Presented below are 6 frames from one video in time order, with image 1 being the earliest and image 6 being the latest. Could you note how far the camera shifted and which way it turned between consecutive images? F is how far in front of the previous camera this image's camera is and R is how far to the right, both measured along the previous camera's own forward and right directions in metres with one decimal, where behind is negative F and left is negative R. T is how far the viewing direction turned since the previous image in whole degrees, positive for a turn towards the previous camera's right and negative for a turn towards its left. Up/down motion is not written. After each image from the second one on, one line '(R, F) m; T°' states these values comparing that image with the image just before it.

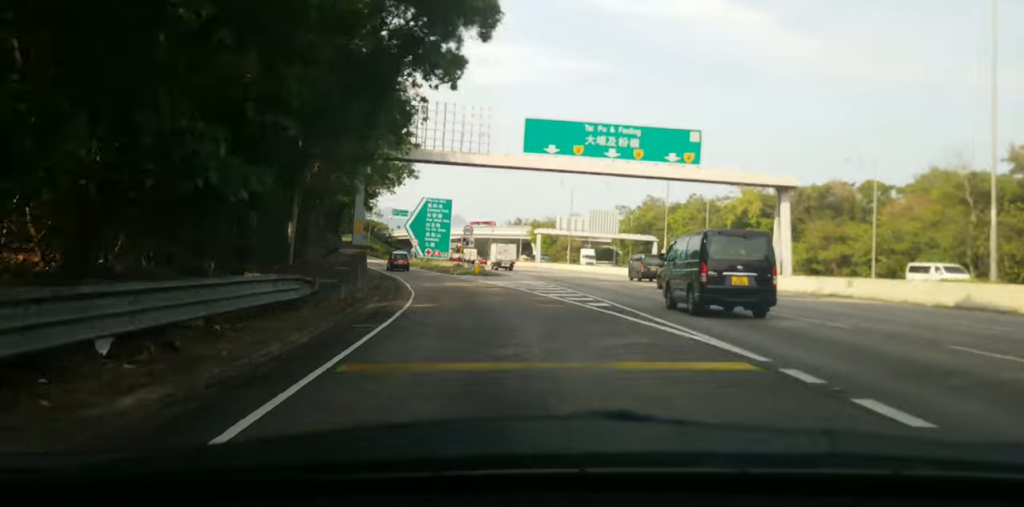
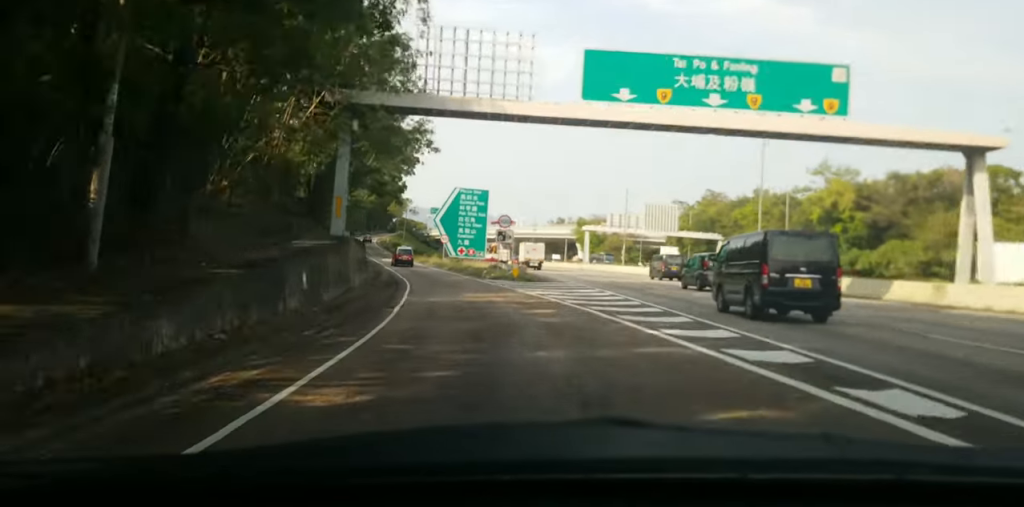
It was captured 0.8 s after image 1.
(-0.6, +15.8) m; -3°
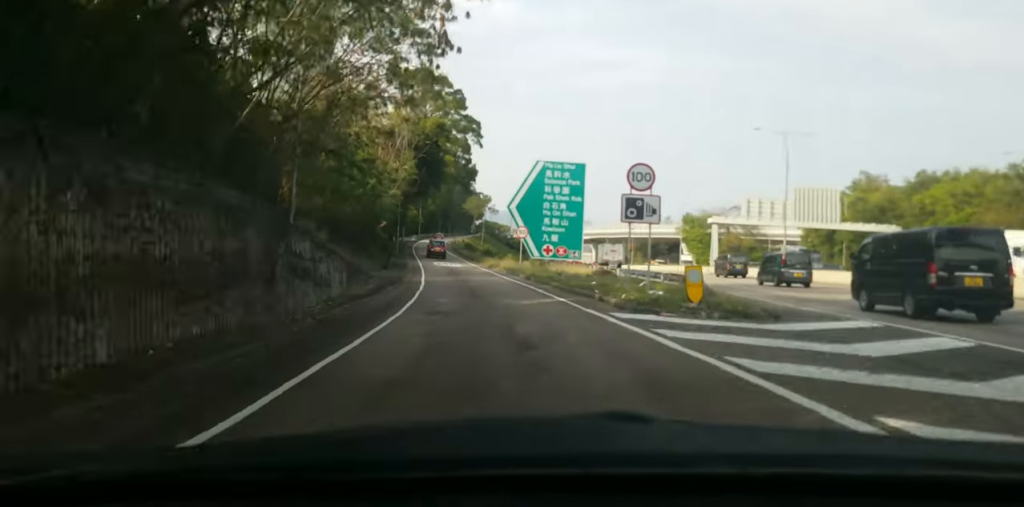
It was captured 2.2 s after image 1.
(-1.1, +28.6) m; -5°
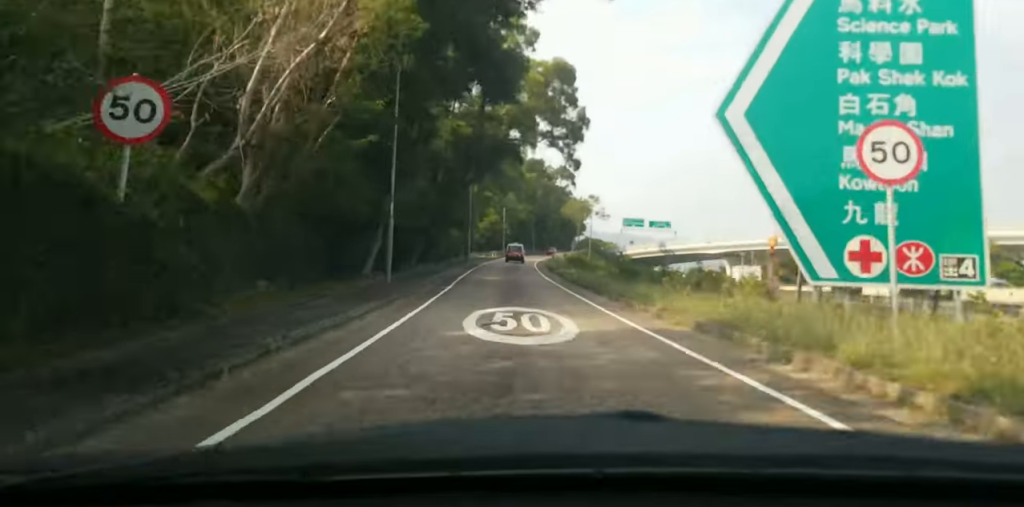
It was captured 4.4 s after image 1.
(-3.8, +44.6) m; -7°
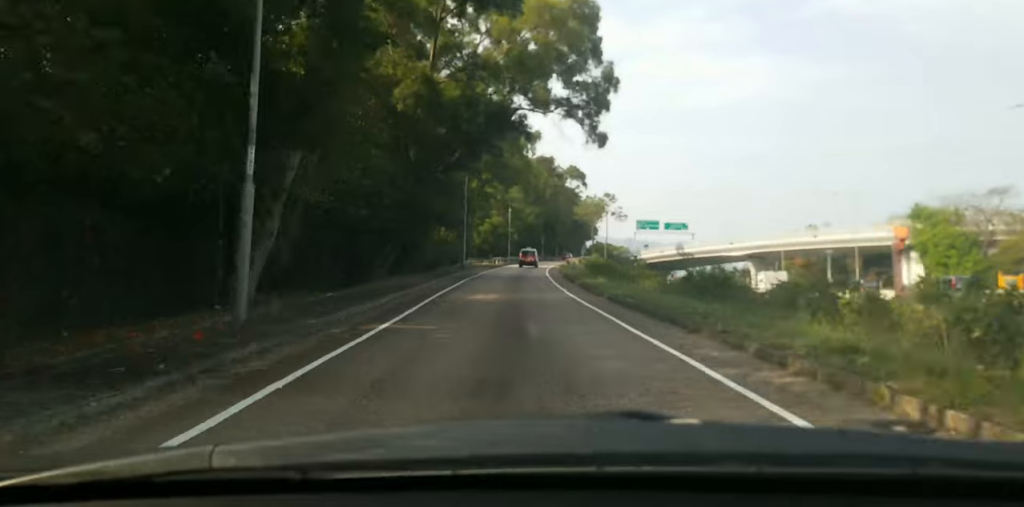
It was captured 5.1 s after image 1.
(-0.1, +13.4) m; 0°
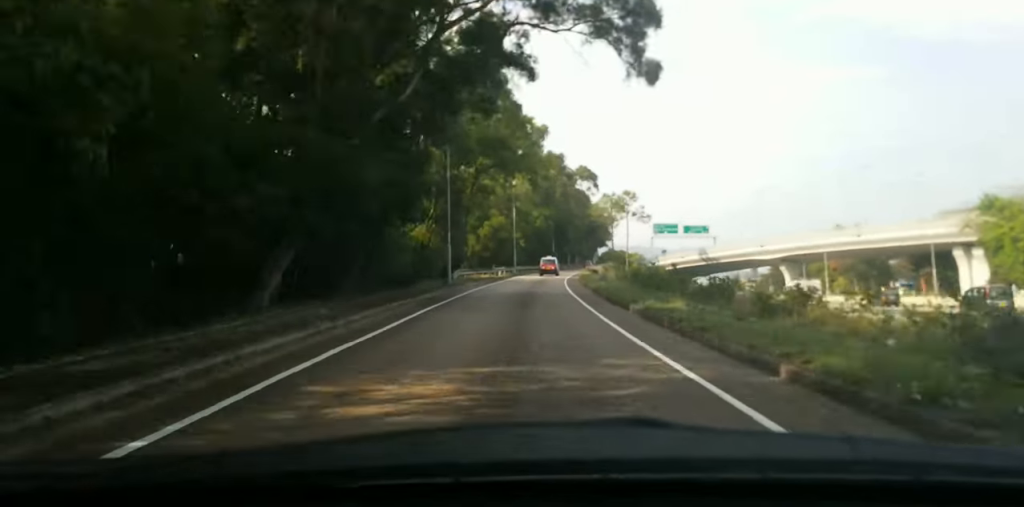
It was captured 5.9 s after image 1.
(+0.4, +15.8) m; 0°
